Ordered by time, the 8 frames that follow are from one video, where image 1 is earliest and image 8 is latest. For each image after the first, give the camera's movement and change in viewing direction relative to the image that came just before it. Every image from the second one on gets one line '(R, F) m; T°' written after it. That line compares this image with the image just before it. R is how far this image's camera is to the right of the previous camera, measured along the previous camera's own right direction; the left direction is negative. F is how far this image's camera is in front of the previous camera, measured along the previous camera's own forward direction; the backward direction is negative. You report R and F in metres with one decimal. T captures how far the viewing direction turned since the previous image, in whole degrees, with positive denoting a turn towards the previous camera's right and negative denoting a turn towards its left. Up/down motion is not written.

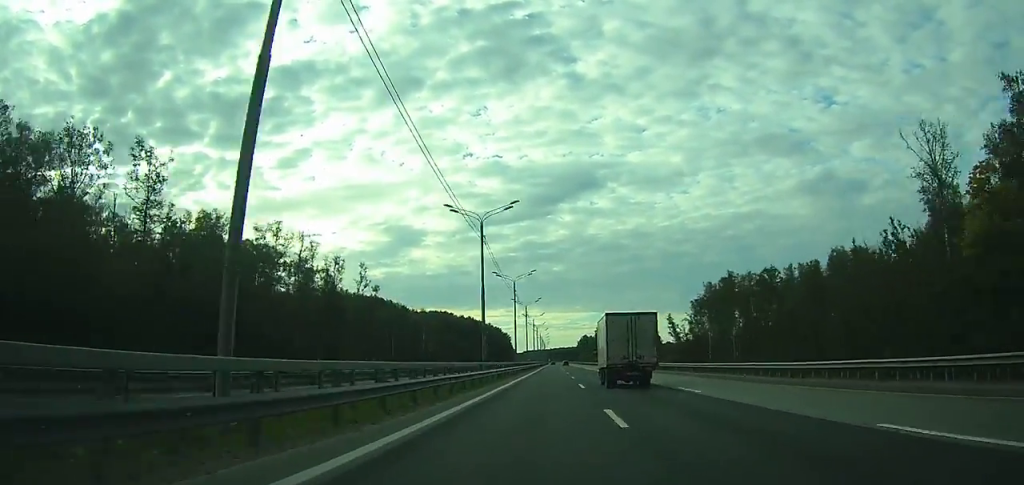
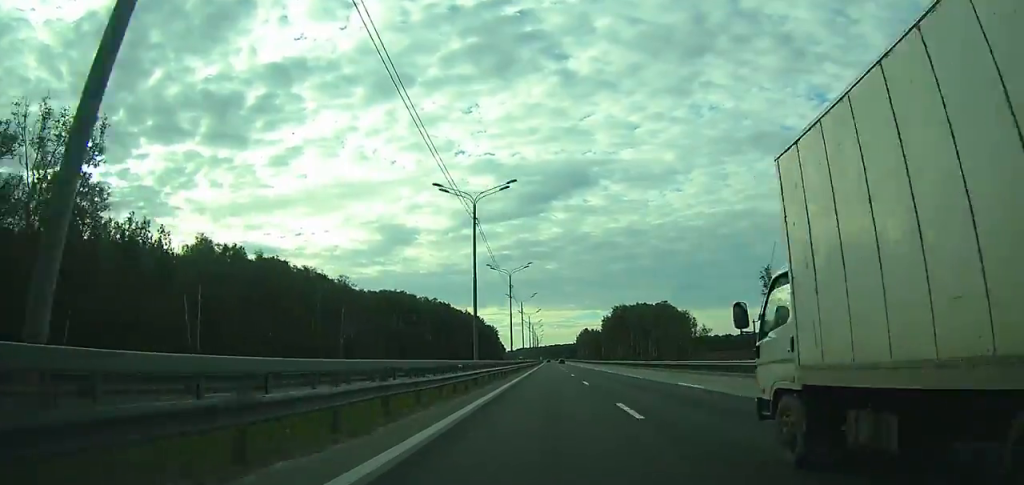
(+0.3, +81.2) m; +1°
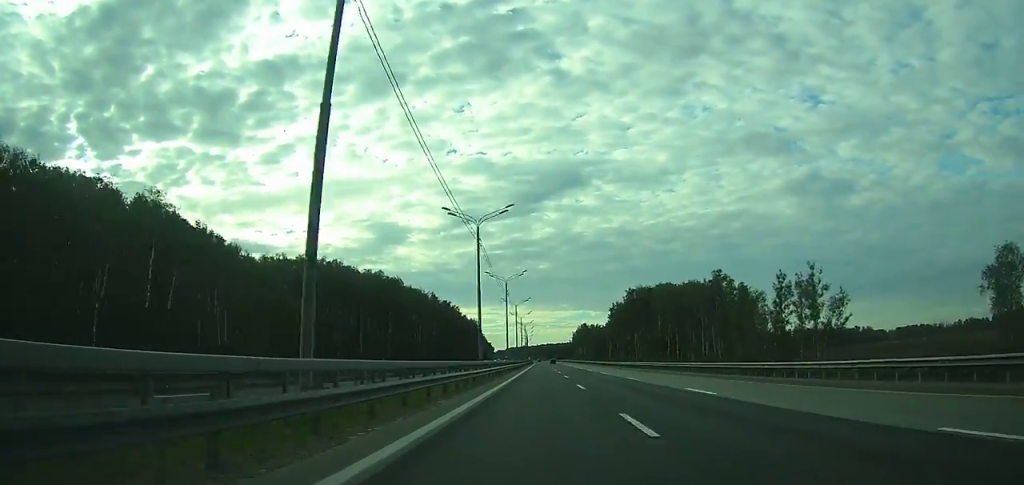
(+0.5, +68.3) m; +1°
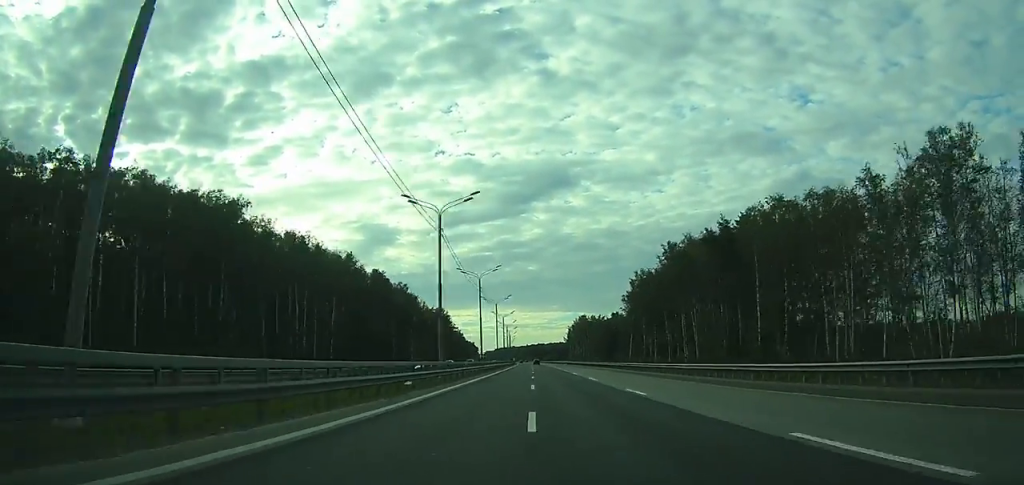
(+0.7, +78.1) m; 0°
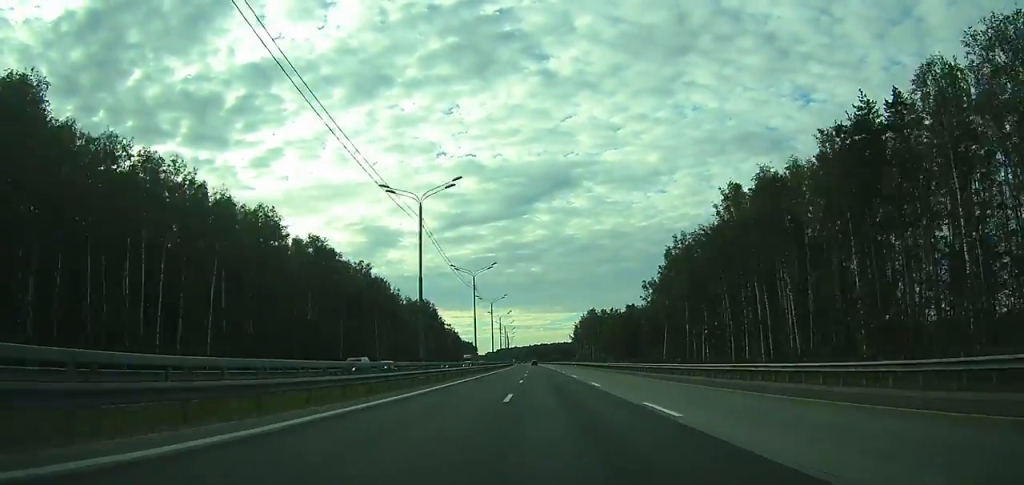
(+0.1, +39.0) m; 0°
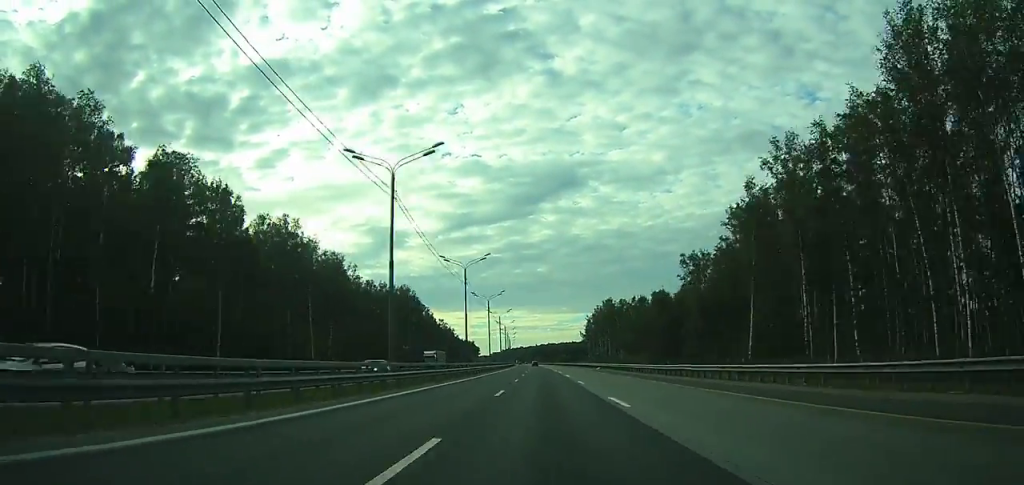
(-0.4, +42.8) m; -1°
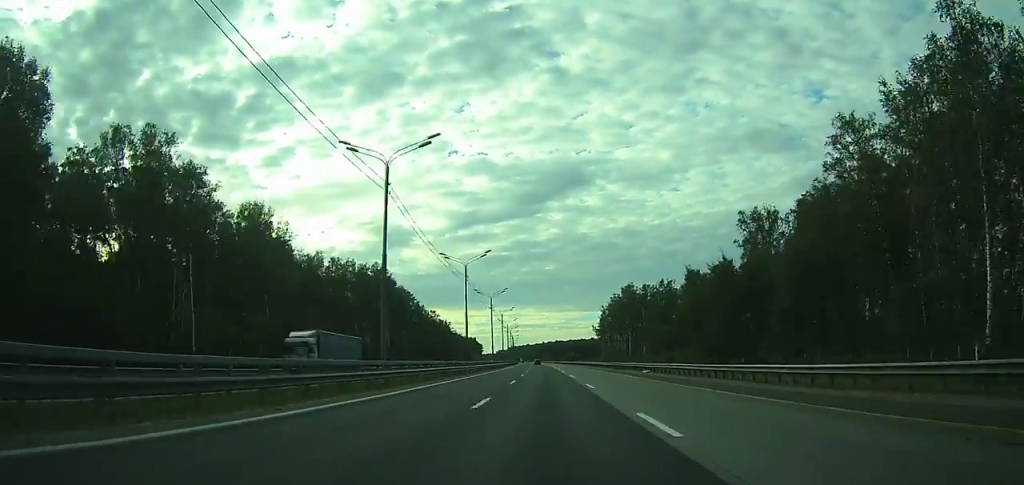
(-0.2, +38.1) m; 0°
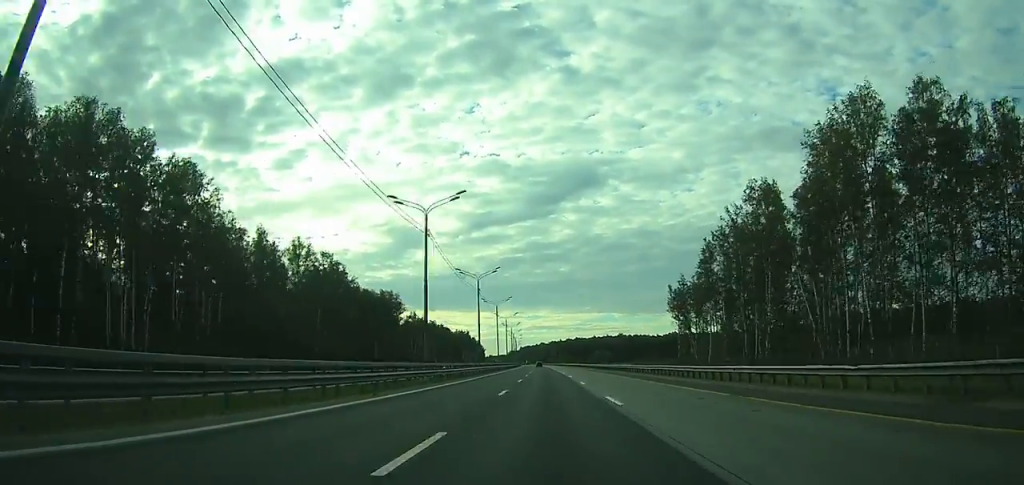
(-2.0, +141.4) m; -2°
